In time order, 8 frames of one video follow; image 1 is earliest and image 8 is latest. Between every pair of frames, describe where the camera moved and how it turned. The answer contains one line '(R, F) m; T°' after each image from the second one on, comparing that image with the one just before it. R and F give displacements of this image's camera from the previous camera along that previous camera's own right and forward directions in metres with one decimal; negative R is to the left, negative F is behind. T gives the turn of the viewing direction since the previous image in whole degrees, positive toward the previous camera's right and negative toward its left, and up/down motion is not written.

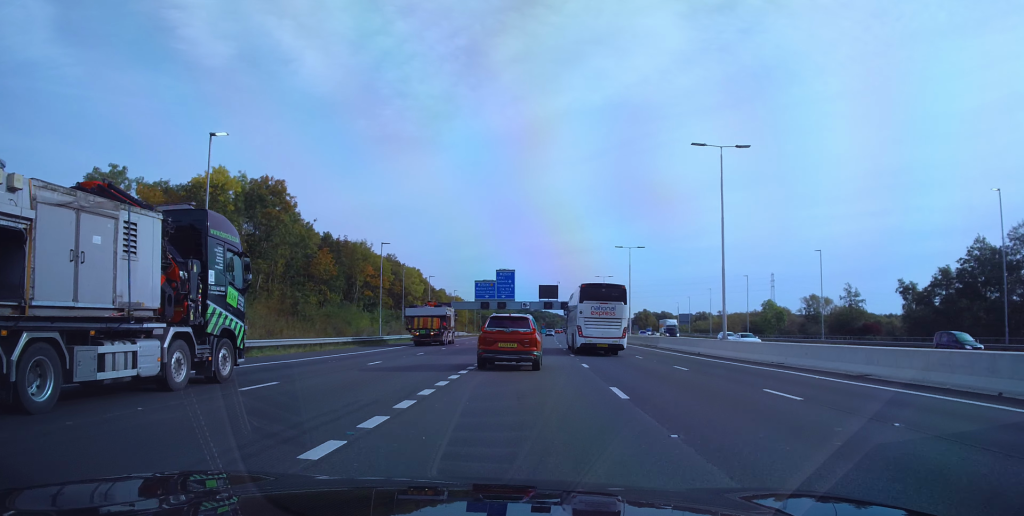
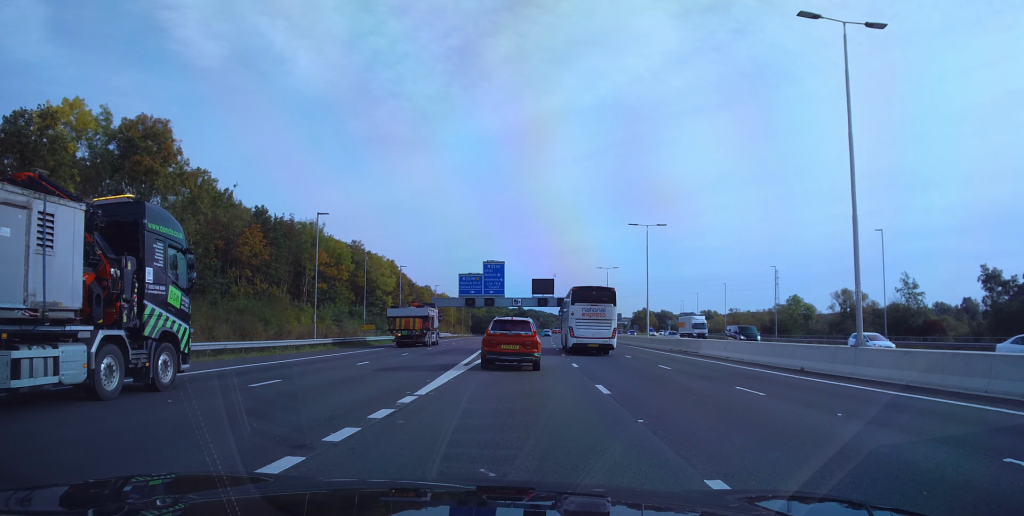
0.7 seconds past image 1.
(0.0, +18.4) m; 0°
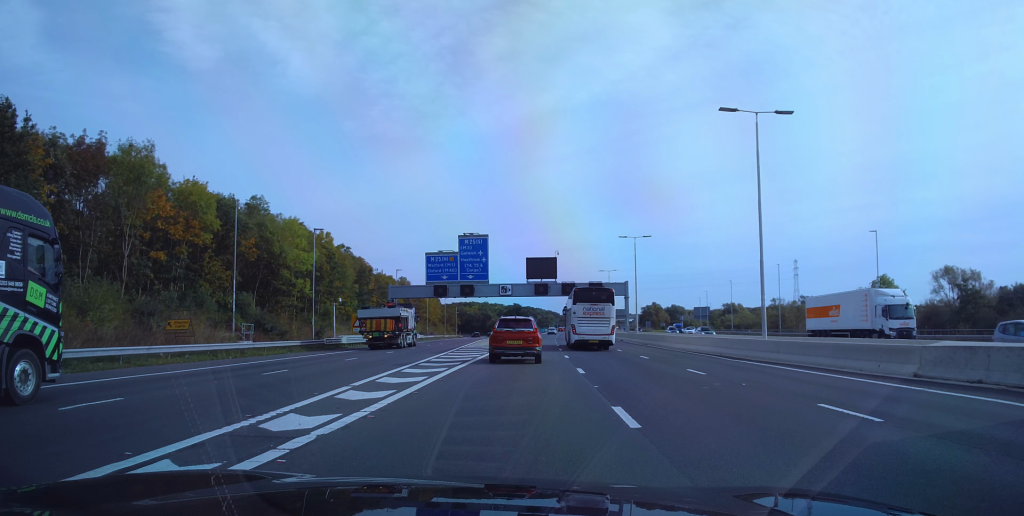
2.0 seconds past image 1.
(+0.2, +34.0) m; +1°
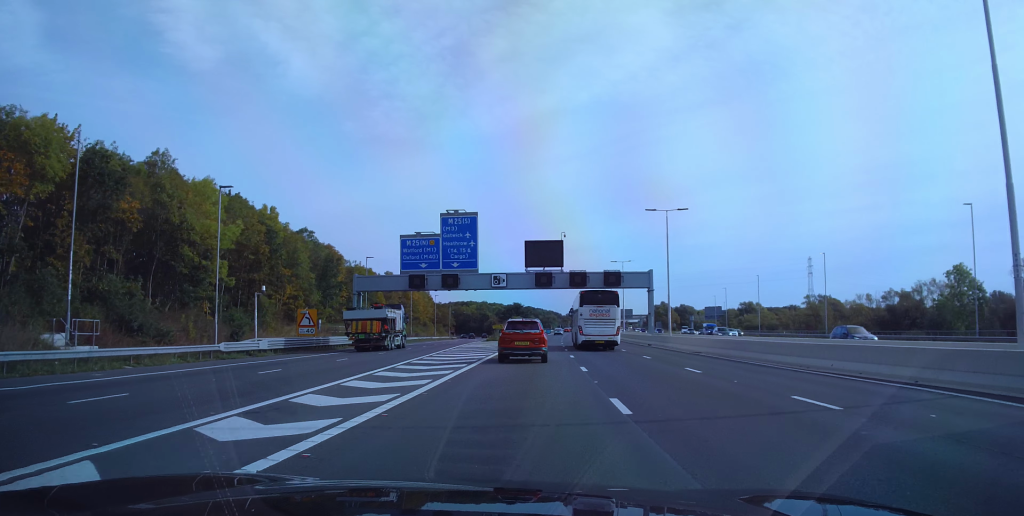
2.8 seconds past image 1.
(+0.3, +18.4) m; 0°
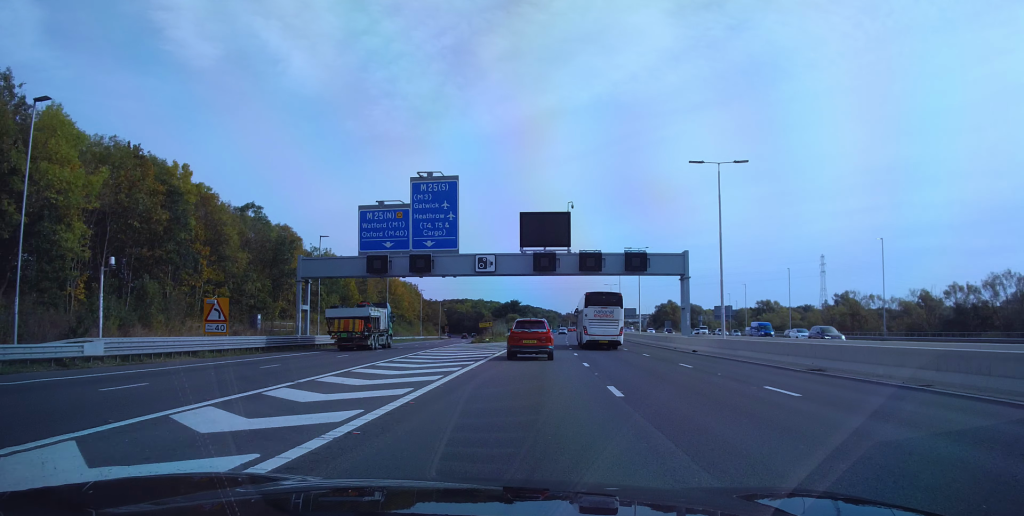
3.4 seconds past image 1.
(-0.1, +17.2) m; 0°
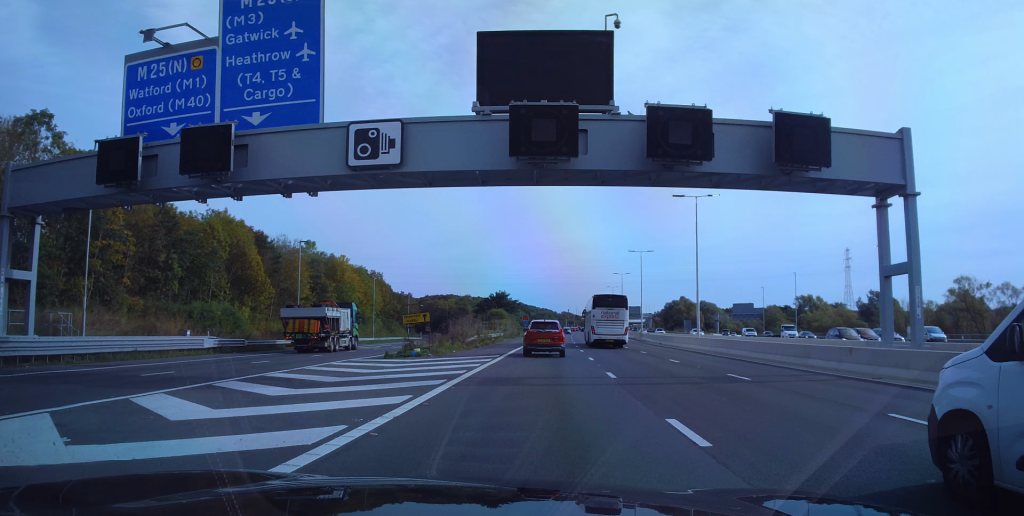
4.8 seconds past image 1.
(+0.1, +34.4) m; +1°
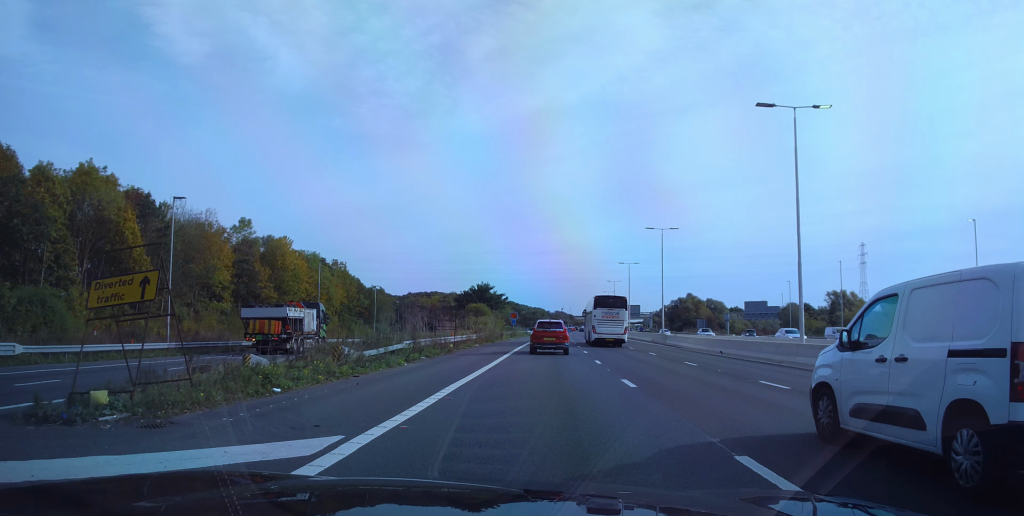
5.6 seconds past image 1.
(+0.1, +21.9) m; +1°
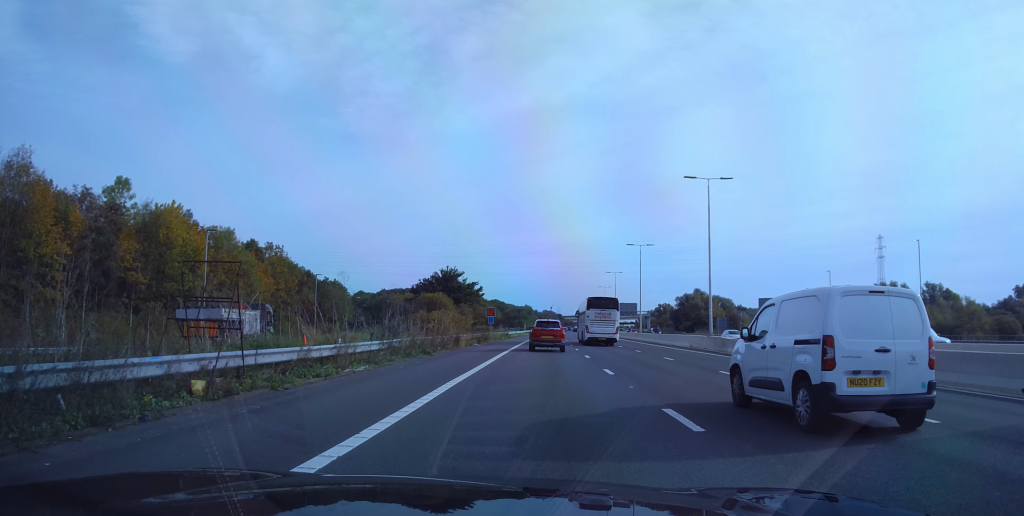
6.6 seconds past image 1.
(+0.4, +25.8) m; 0°
